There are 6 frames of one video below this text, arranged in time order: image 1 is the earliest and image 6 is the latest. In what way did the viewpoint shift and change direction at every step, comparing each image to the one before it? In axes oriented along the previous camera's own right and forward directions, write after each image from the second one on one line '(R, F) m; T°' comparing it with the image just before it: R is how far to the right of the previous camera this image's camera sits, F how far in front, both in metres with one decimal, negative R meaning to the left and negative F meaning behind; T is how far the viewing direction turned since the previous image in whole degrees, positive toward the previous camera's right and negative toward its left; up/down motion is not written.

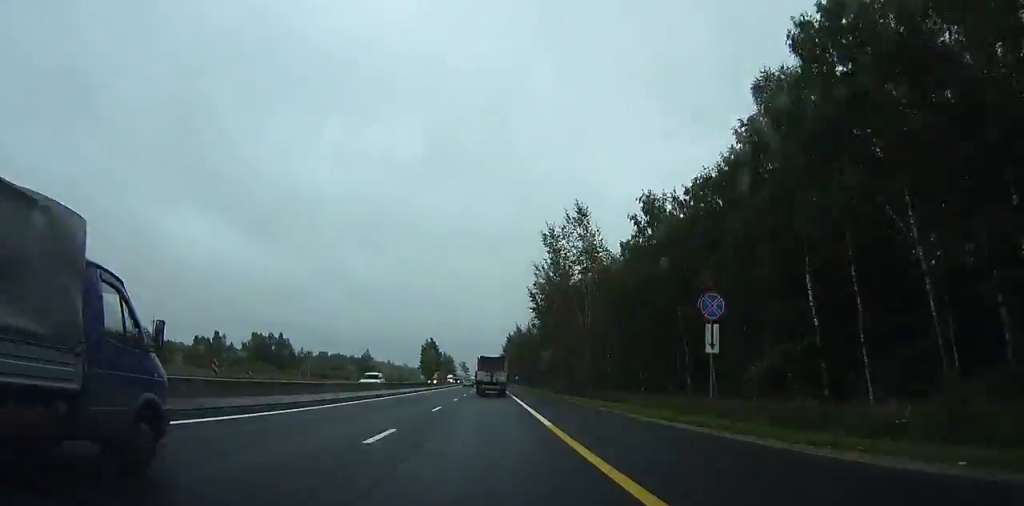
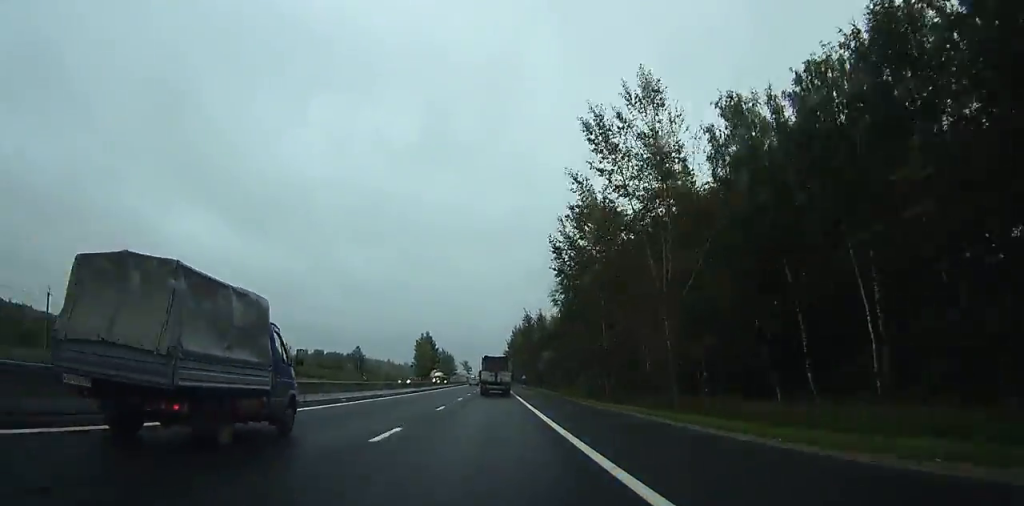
(+0.3, +23.5) m; 0°
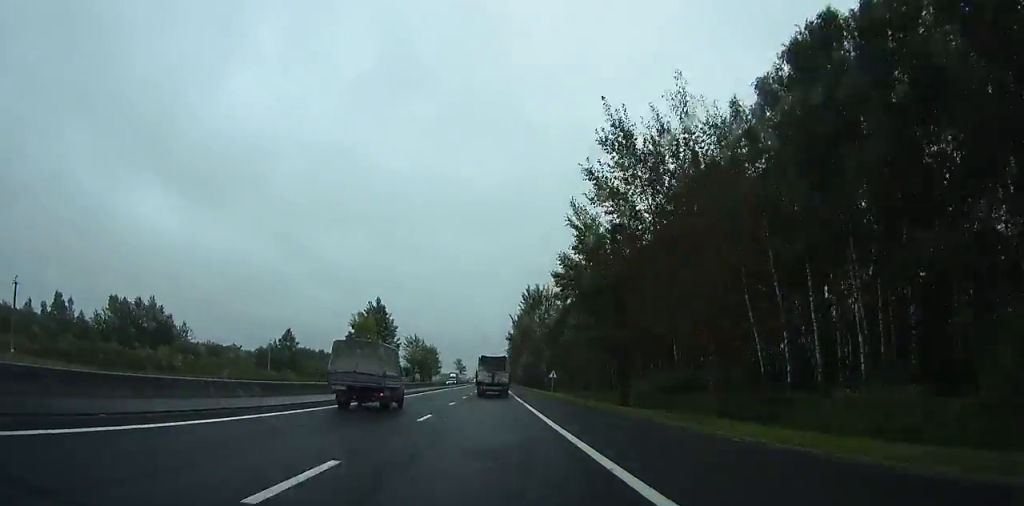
(-0.2, +76.3) m; 0°
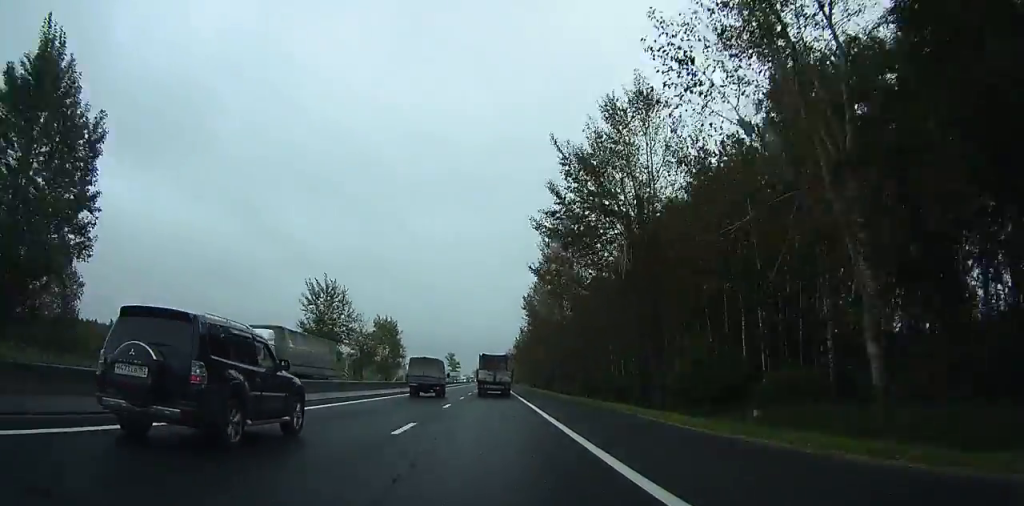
(-0.1, +88.7) m; 0°
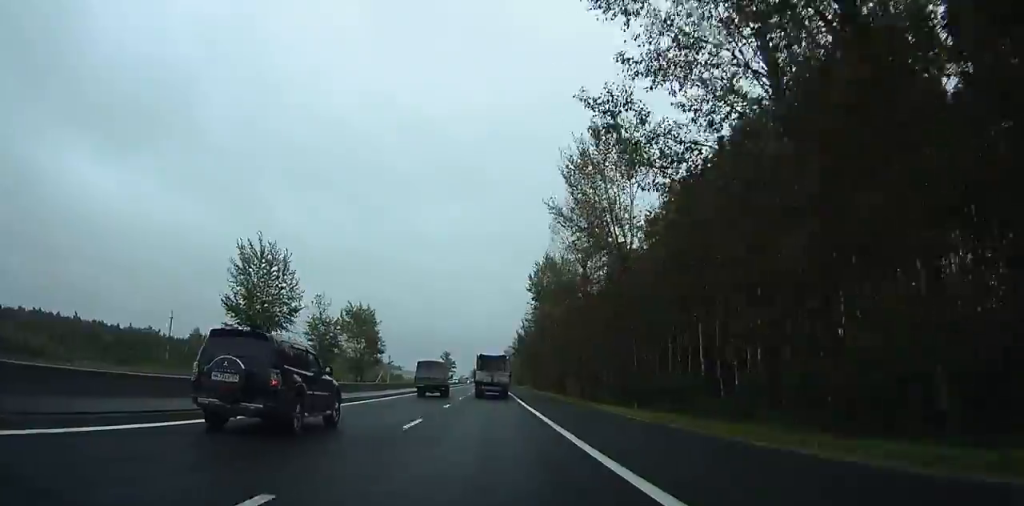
(0.0, +22.0) m; 0°
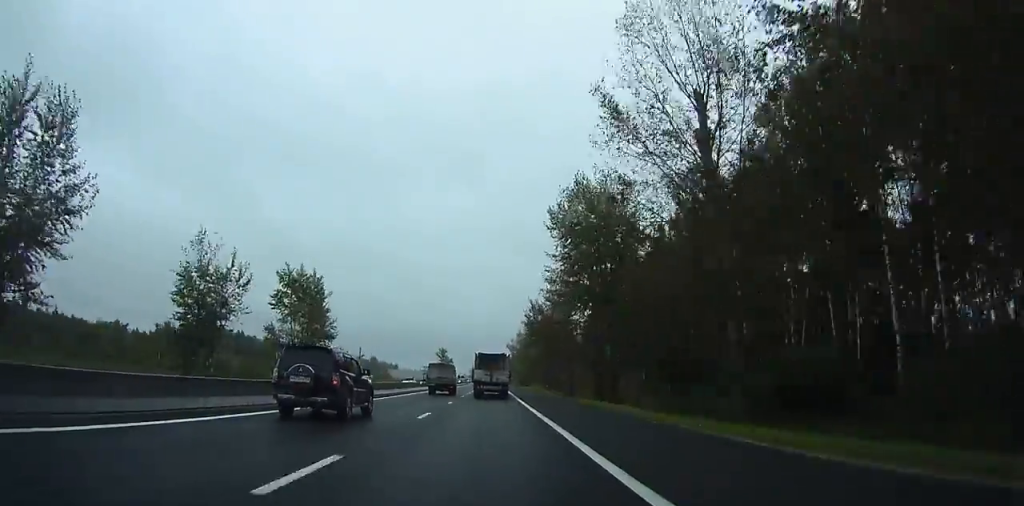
(0.0, +32.9) m; 0°
